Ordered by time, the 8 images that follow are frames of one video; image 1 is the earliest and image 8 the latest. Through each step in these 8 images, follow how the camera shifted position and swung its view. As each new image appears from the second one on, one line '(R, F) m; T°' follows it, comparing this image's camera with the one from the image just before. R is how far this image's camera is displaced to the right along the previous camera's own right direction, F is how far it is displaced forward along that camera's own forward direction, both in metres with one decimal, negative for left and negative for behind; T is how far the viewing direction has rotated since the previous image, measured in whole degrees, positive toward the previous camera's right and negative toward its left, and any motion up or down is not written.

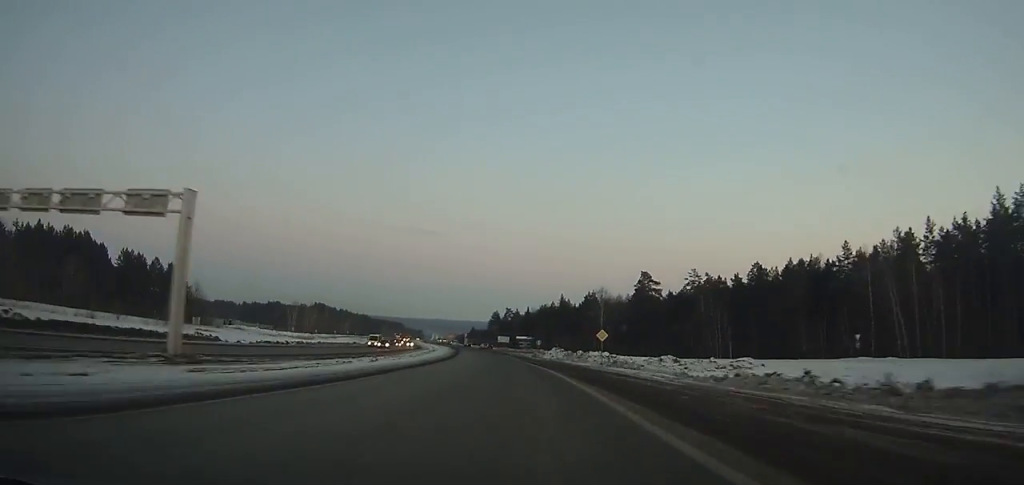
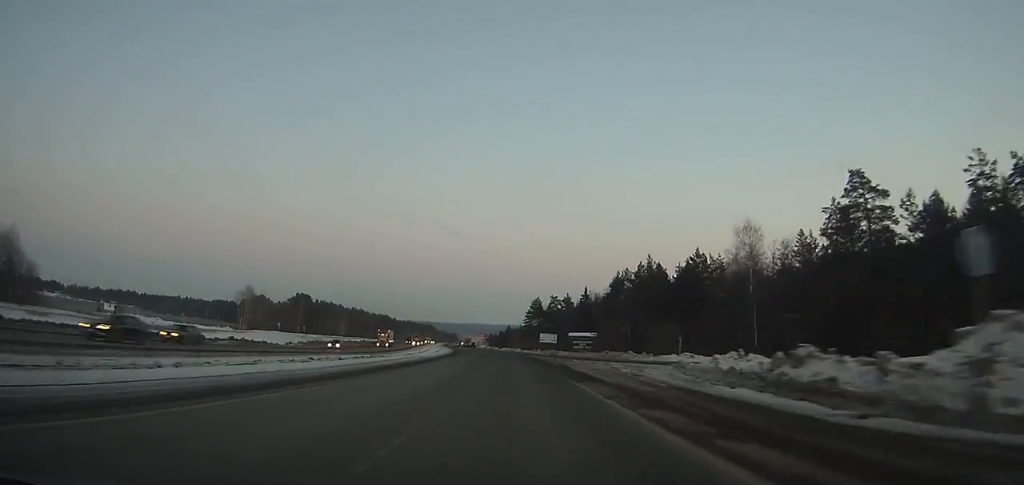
(-3.2, +83.8) m; -5°
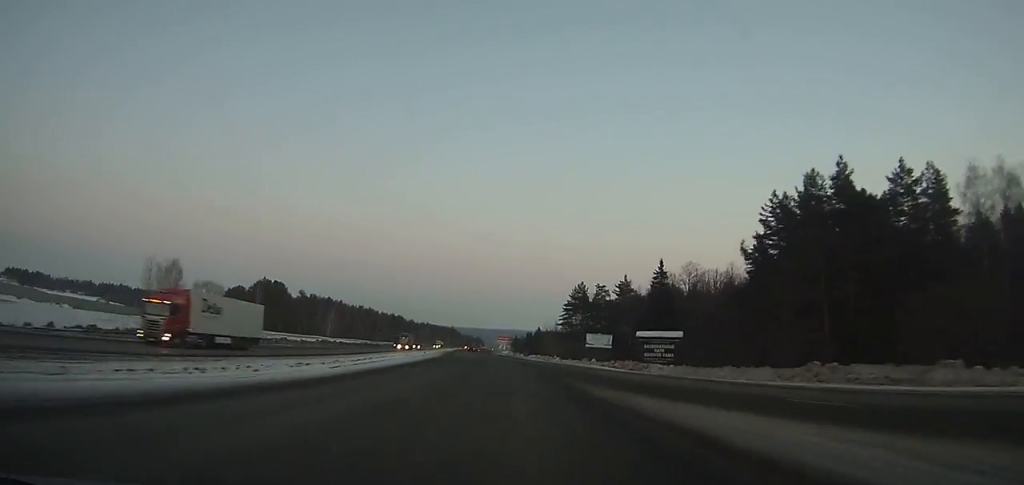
(-1.6, +55.9) m; -3°
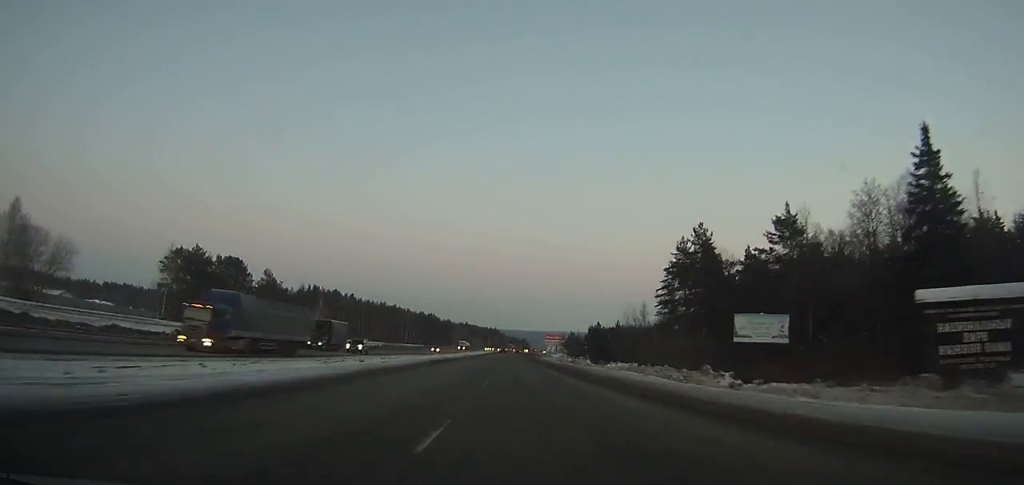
(-1.9, +62.7) m; -3°
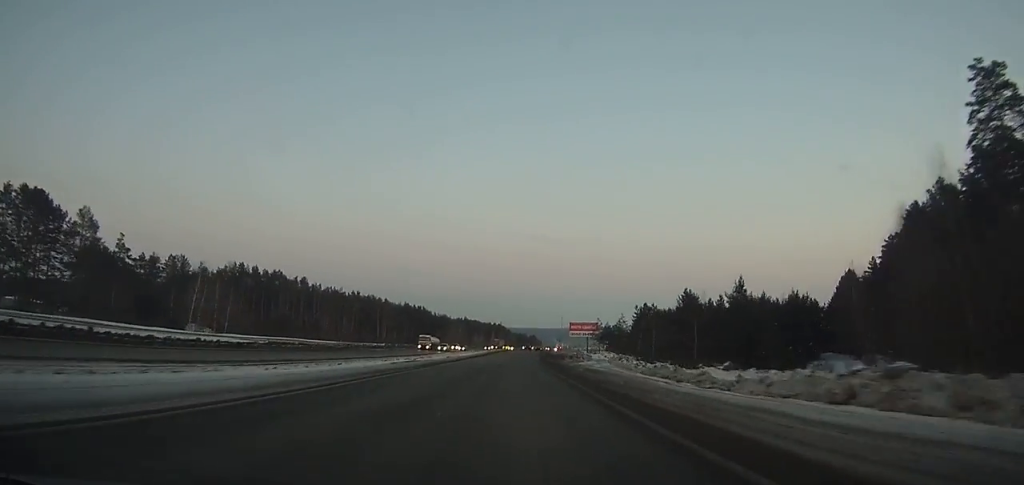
(-1.2, +69.6) m; -1°
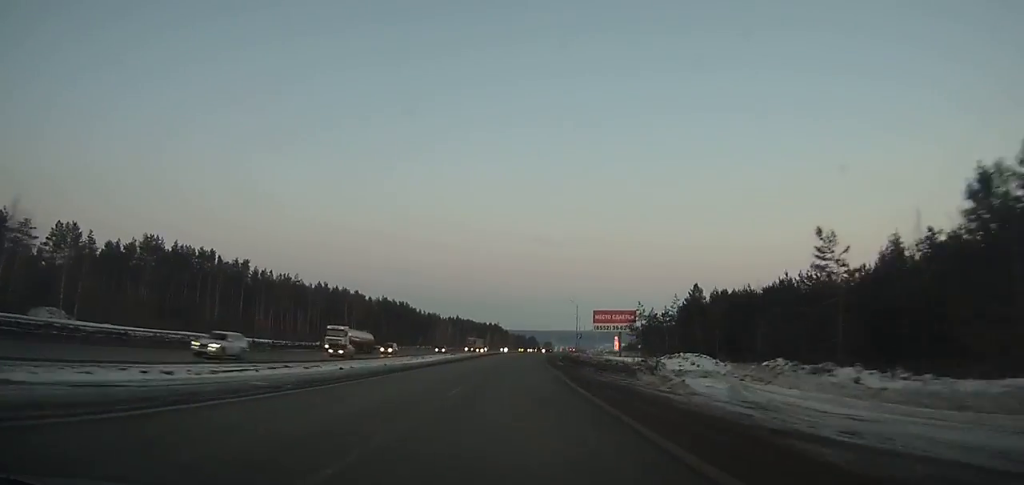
(-0.2, +43.2) m; +1°
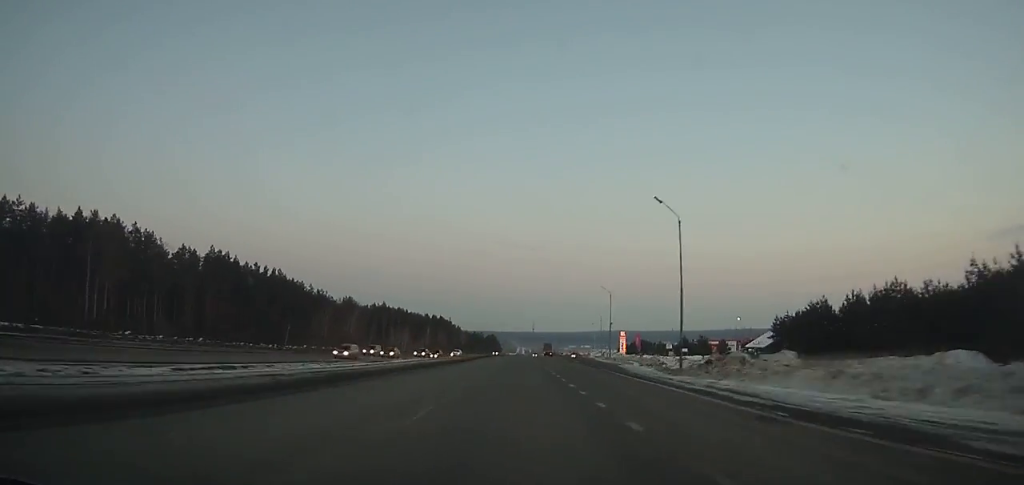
(+4.4, +112.2) m; +5°
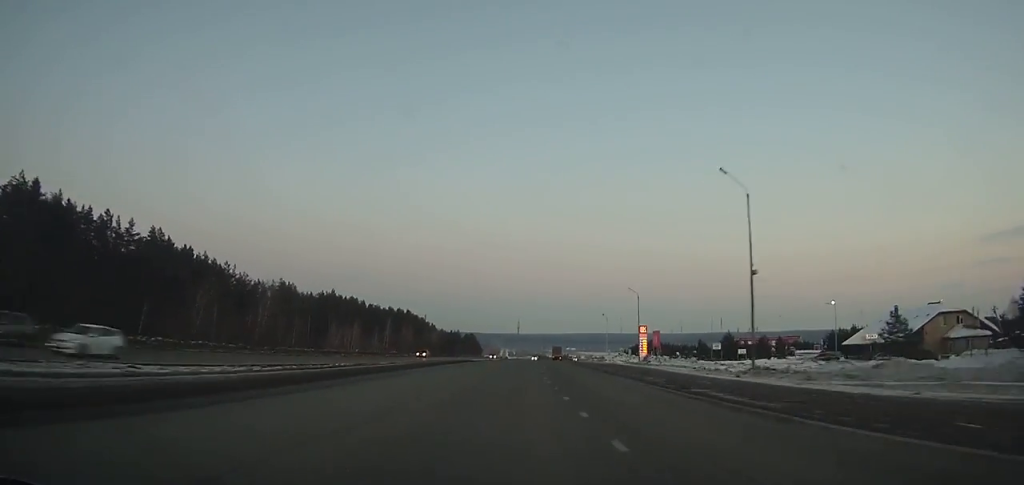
(+0.9, +54.4) m; +2°
